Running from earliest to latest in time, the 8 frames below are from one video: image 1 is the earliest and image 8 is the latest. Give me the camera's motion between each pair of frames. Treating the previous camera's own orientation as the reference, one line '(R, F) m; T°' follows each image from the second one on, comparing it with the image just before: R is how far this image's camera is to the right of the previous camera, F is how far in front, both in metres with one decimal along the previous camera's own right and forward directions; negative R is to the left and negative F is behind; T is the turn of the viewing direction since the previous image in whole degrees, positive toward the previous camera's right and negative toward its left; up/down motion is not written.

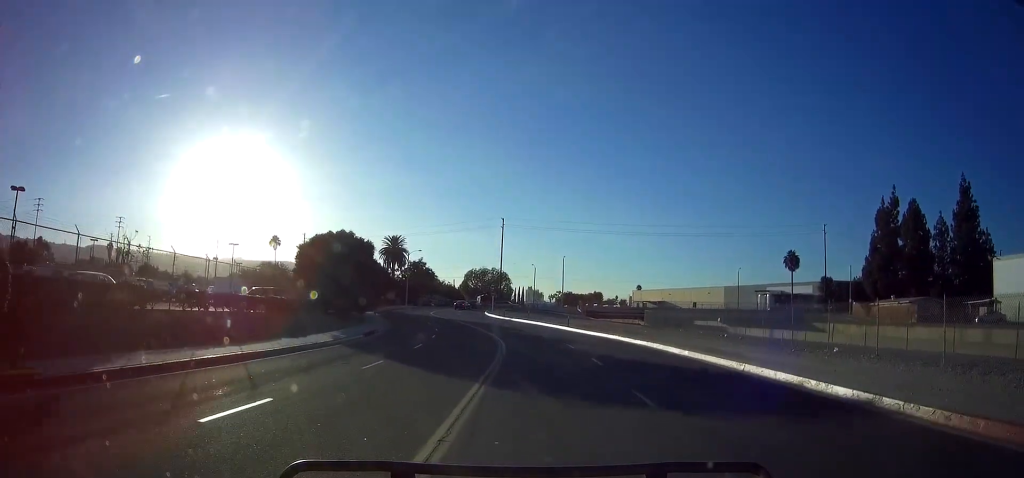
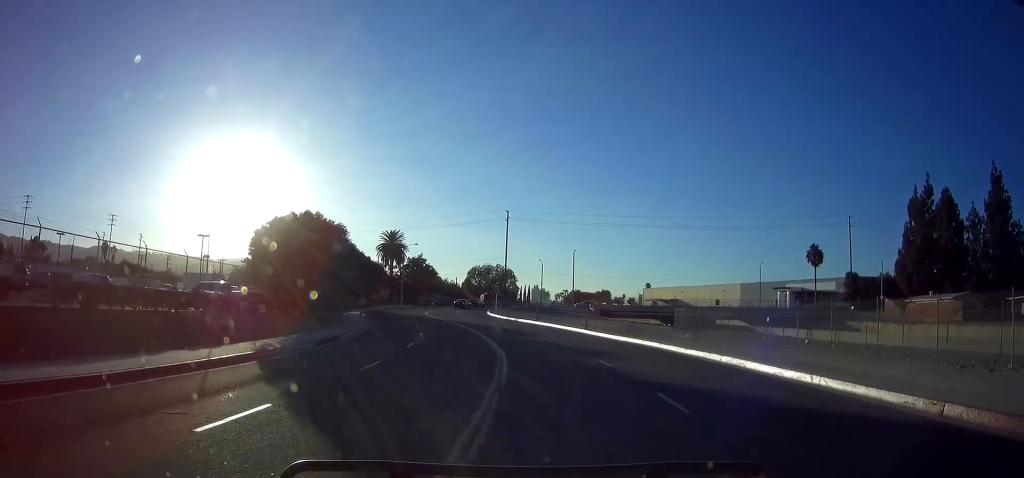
(0.0, +8.3) m; -1°
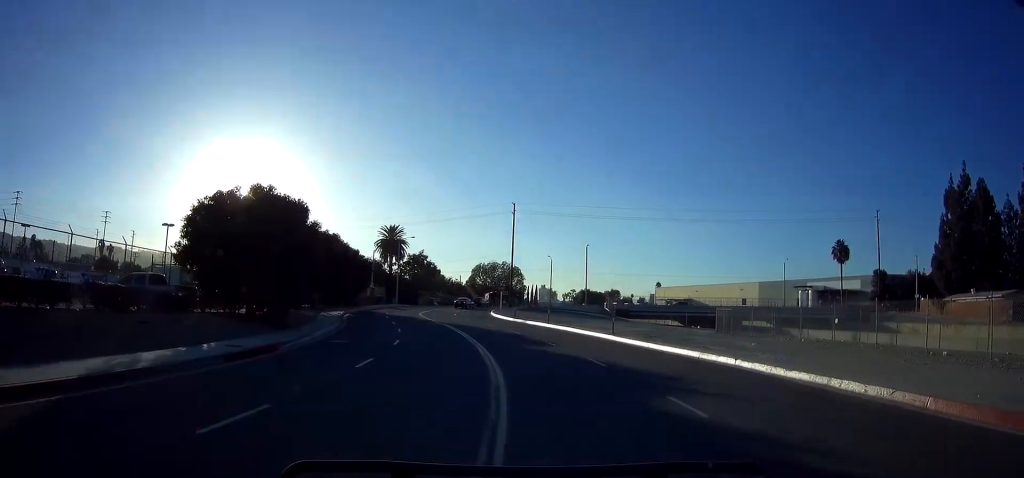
(-0.2, +7.8) m; 0°
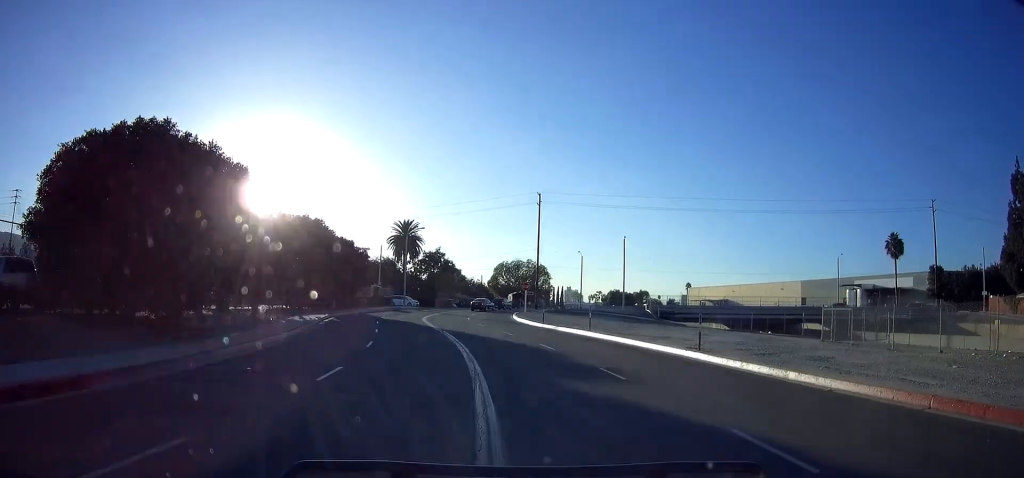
(+0.1, +10.4) m; -1°
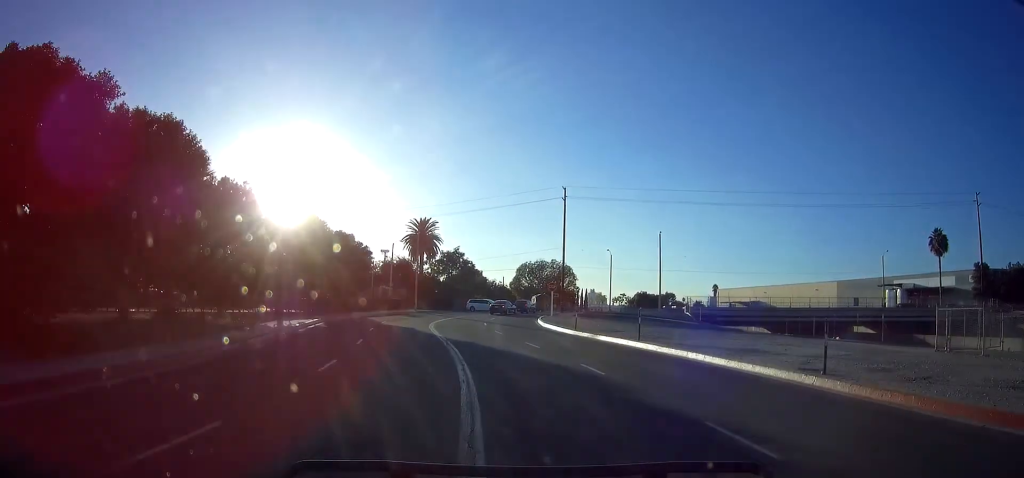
(-0.1, +6.6) m; -2°
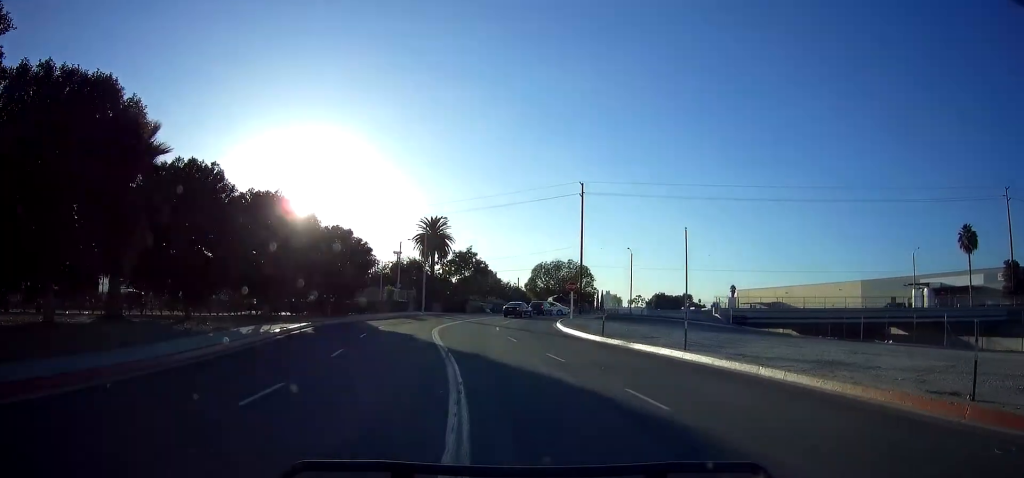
(-0.1, +4.3) m; -2°
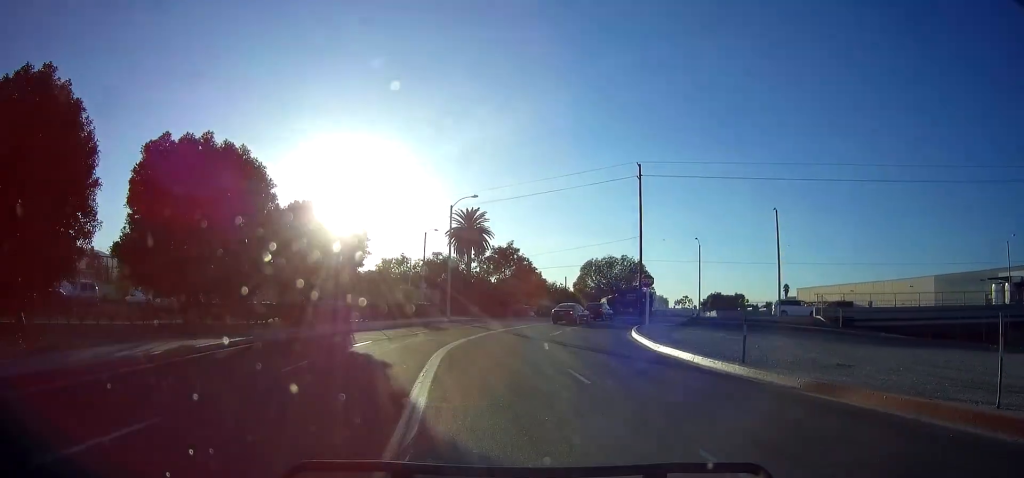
(-0.4, +11.6) m; -4°
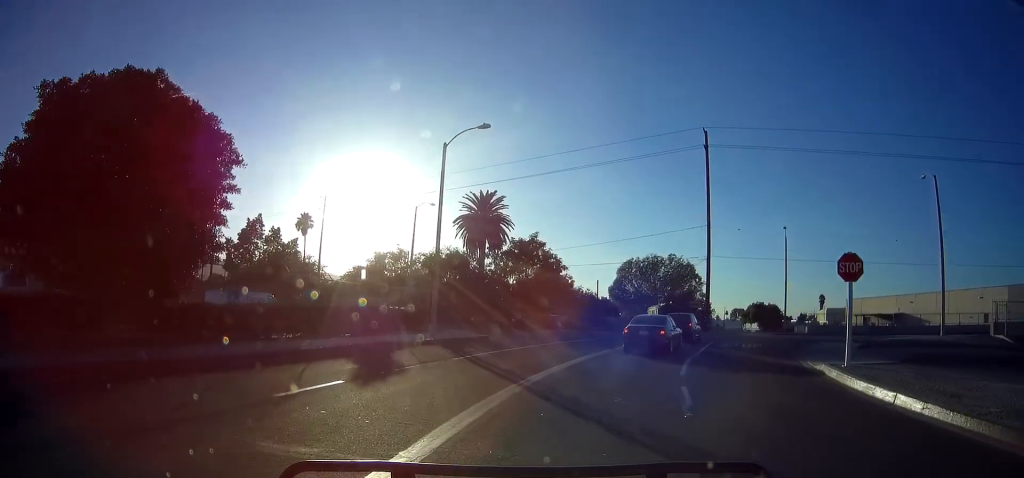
(-0.1, +17.0) m; 0°
